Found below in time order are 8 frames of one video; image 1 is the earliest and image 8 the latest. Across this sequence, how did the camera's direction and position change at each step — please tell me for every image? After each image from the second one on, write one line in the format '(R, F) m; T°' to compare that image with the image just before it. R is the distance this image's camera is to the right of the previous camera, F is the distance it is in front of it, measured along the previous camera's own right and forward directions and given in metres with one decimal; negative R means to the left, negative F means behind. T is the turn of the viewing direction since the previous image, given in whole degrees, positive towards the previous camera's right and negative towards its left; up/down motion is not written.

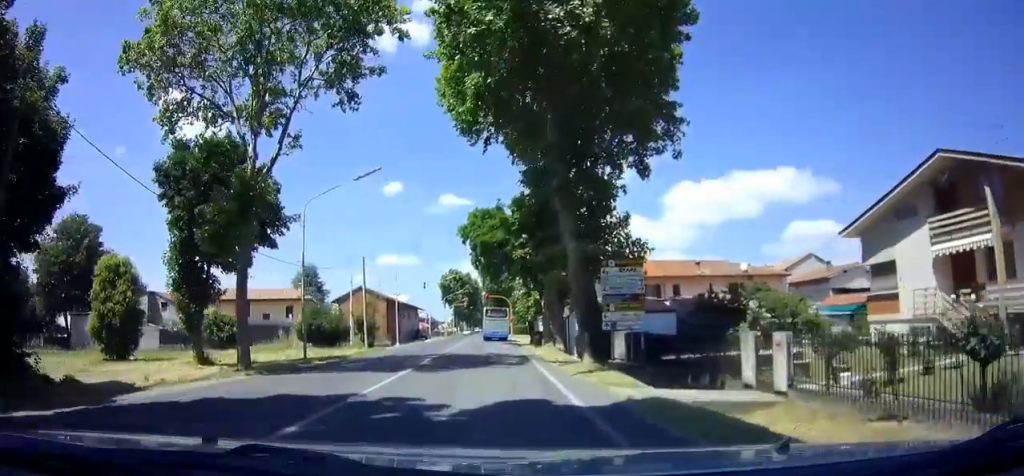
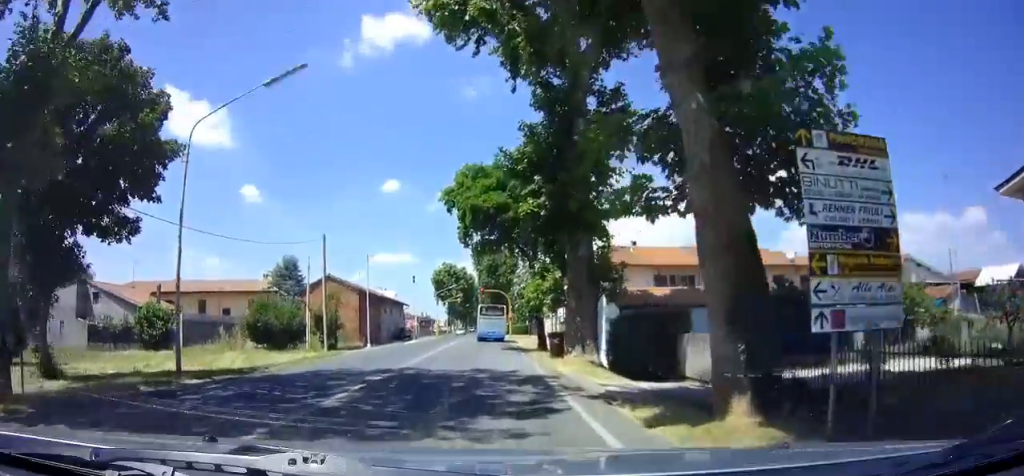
(+0.1, +9.8) m; +1°
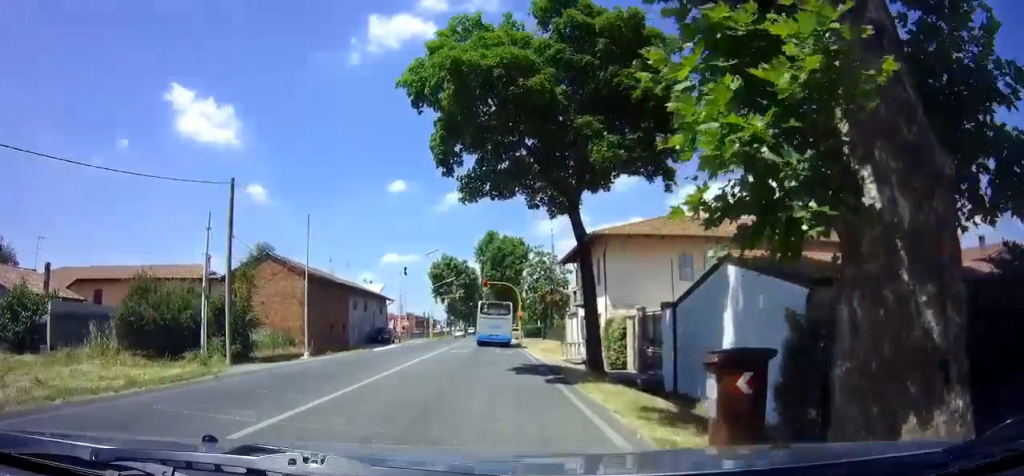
(0.0, +12.8) m; 0°
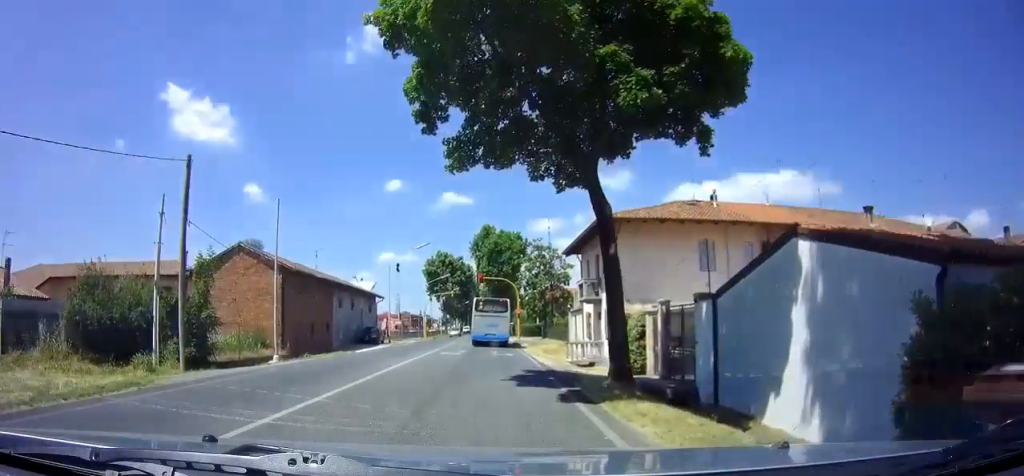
(0.0, +3.0) m; 0°
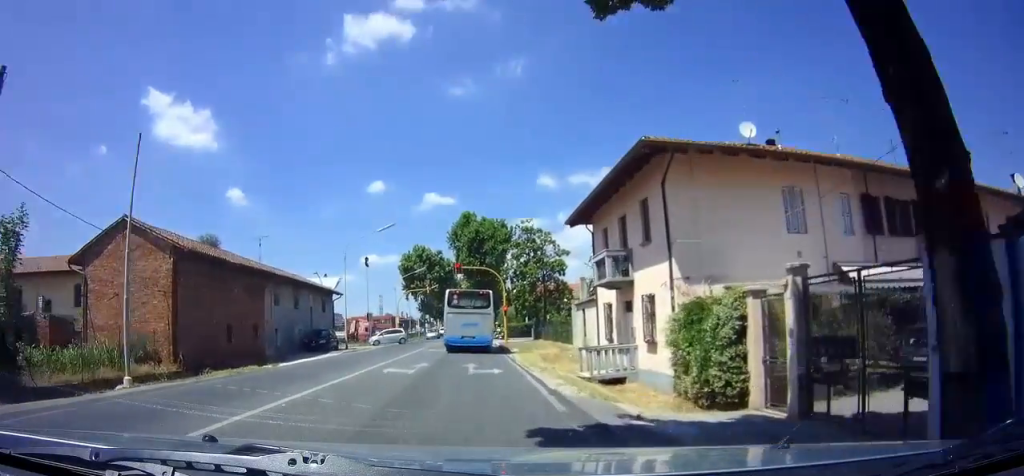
(0.0, +7.7) m; 0°
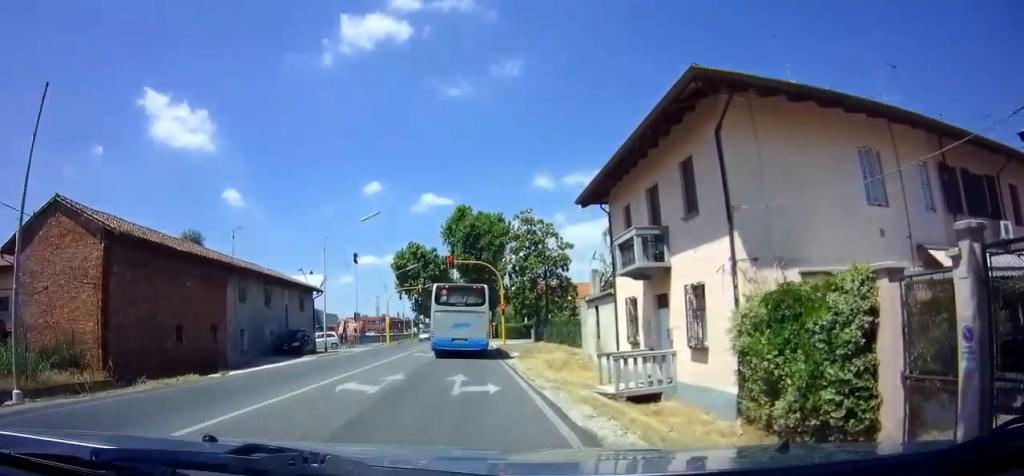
(0.0, +3.4) m; 0°
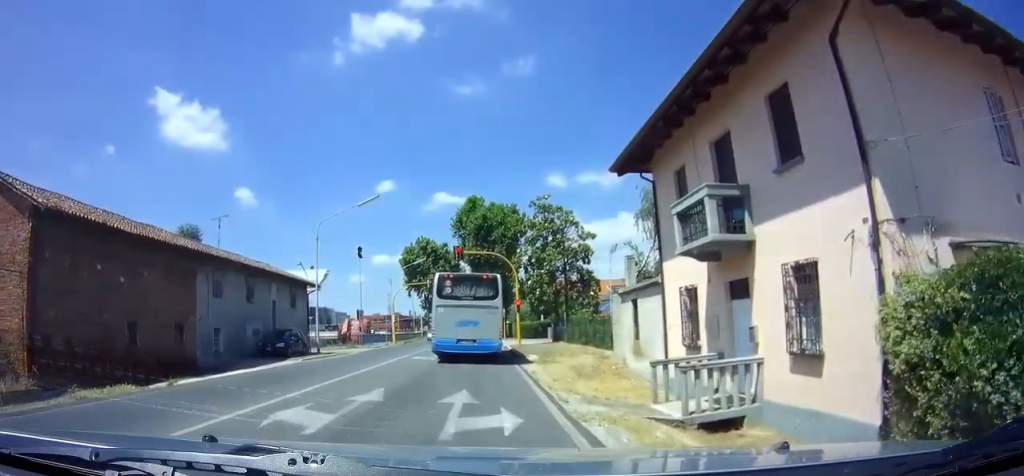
(+0.1, +2.6) m; +1°
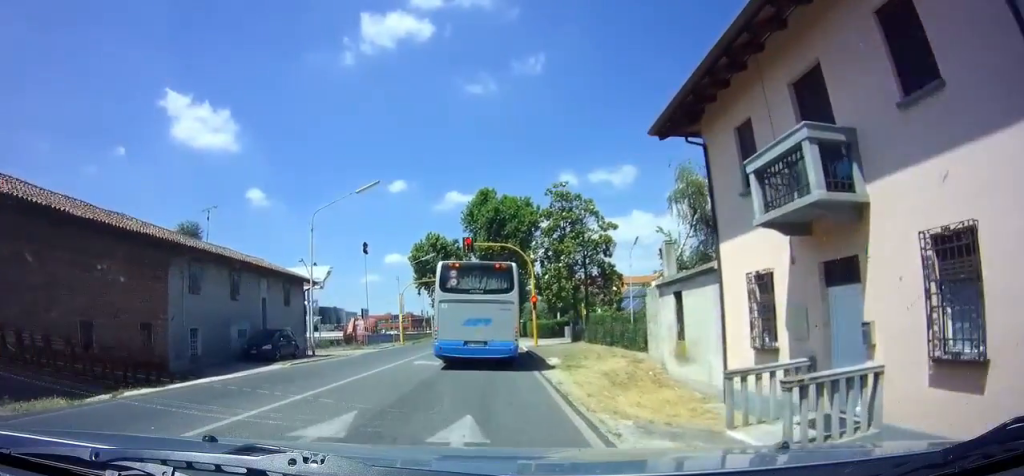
(0.0, +2.3) m; +1°
